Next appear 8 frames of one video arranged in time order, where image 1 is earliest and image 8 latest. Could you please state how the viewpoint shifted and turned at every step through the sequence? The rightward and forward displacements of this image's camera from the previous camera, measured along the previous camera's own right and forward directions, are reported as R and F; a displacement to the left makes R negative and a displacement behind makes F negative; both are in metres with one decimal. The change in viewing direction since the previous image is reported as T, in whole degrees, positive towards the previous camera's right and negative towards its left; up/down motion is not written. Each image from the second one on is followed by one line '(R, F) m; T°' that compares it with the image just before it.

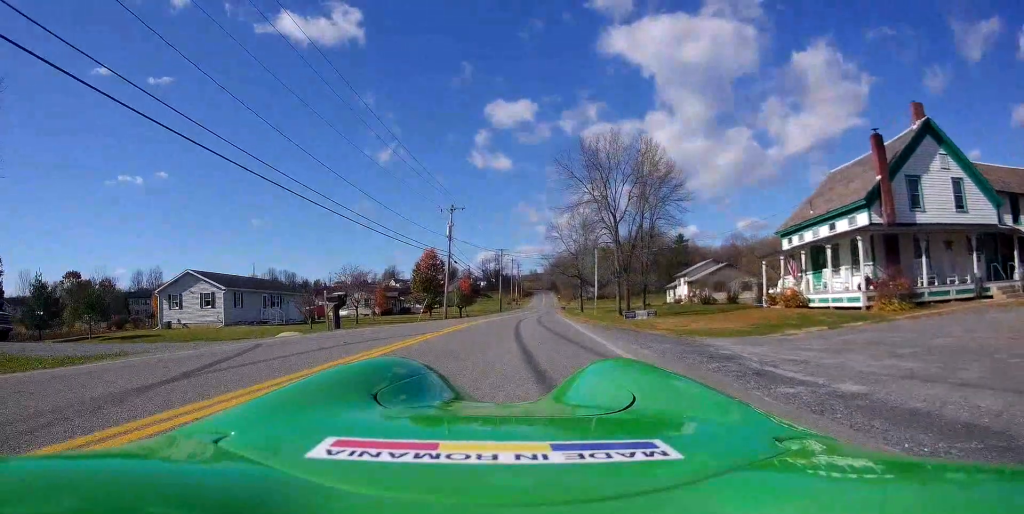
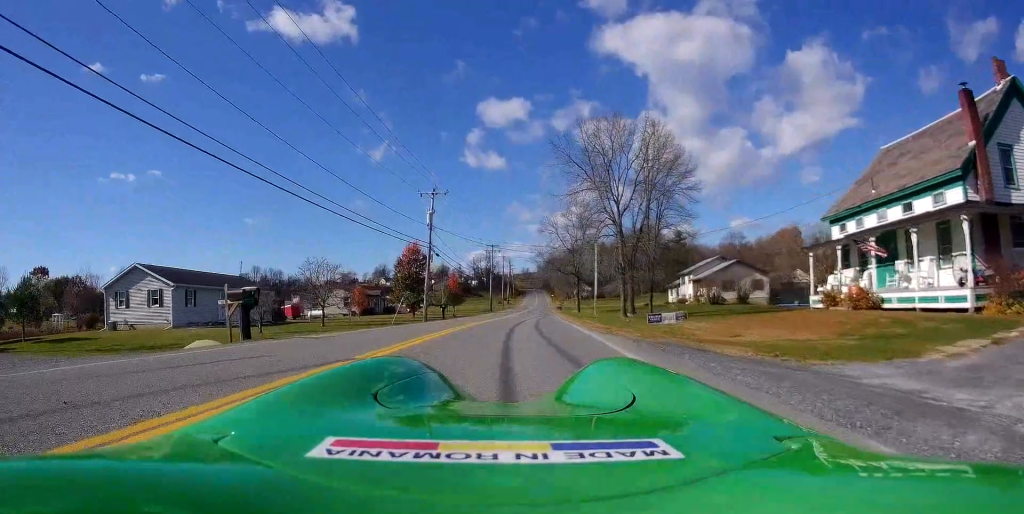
(-0.4, +7.1) m; -2°
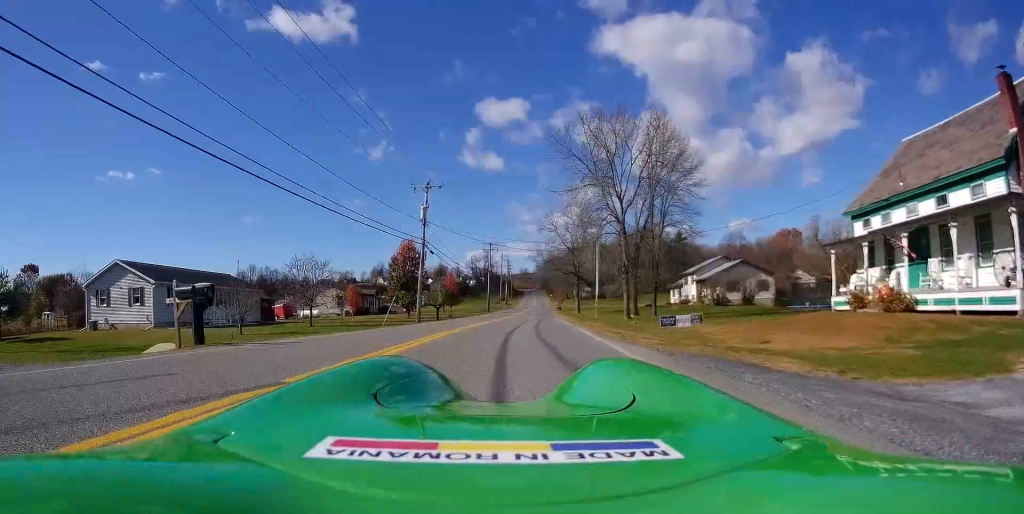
(+0.1, +2.3) m; 0°
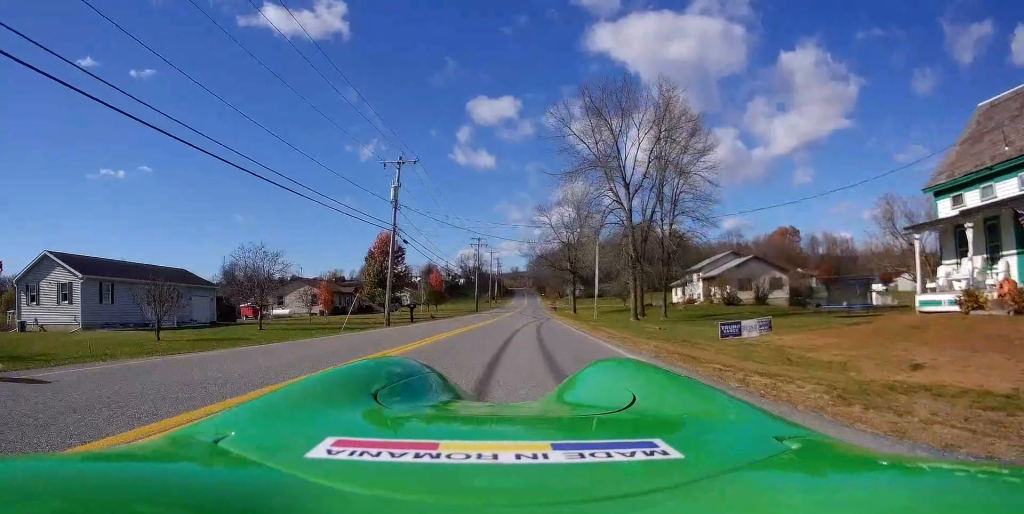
(+0.1, +7.1) m; +2°
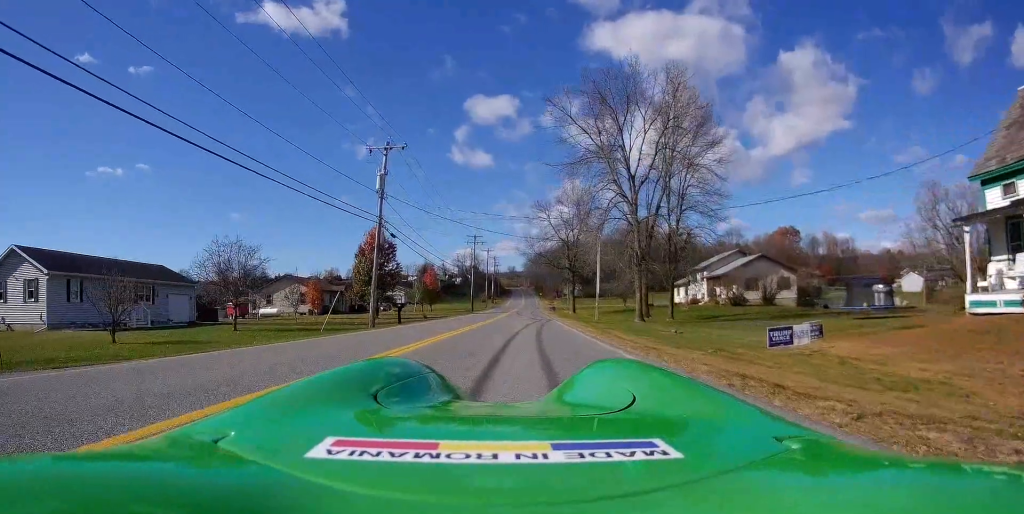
(0.0, +3.1) m; 0°
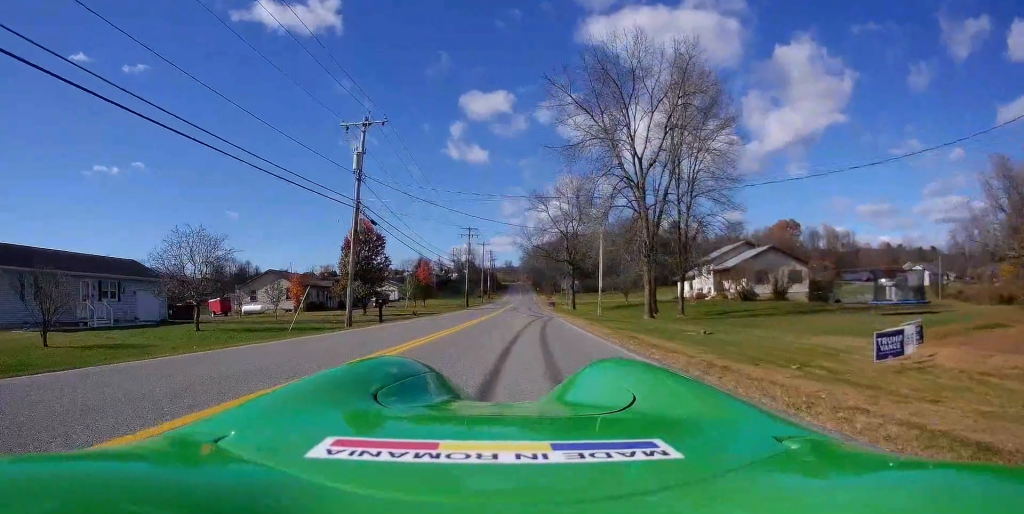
(+0.6, +3.7) m; -2°
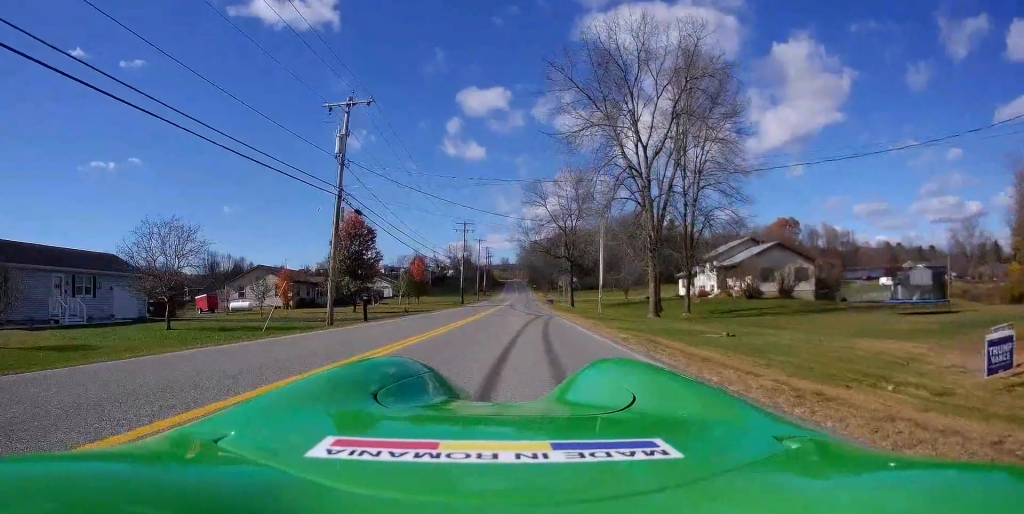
(-0.5, +2.3) m; -1°
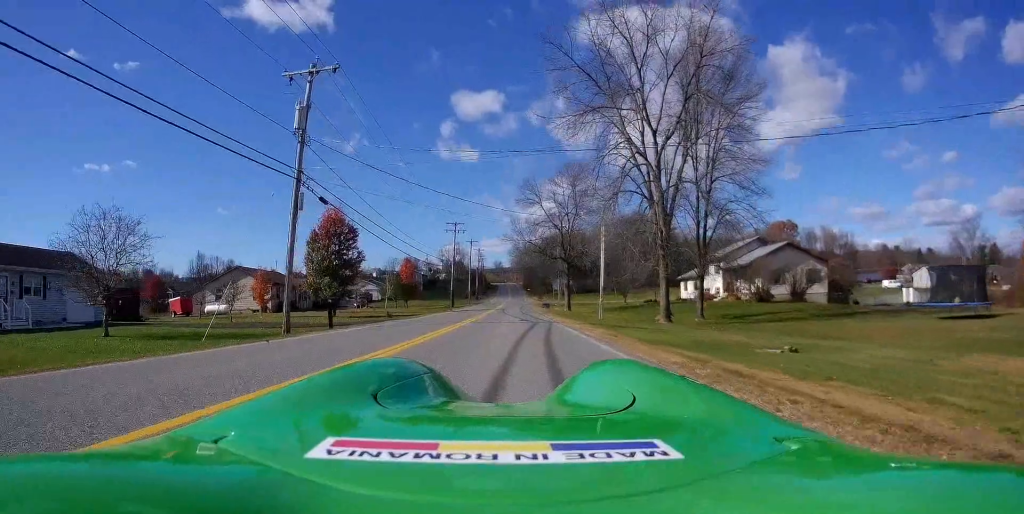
(-0.2, +4.3) m; +1°
